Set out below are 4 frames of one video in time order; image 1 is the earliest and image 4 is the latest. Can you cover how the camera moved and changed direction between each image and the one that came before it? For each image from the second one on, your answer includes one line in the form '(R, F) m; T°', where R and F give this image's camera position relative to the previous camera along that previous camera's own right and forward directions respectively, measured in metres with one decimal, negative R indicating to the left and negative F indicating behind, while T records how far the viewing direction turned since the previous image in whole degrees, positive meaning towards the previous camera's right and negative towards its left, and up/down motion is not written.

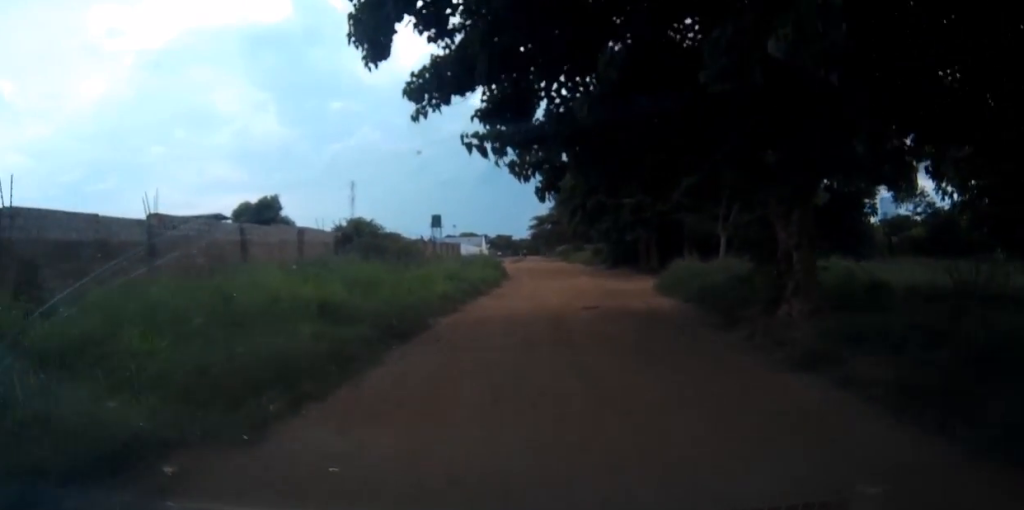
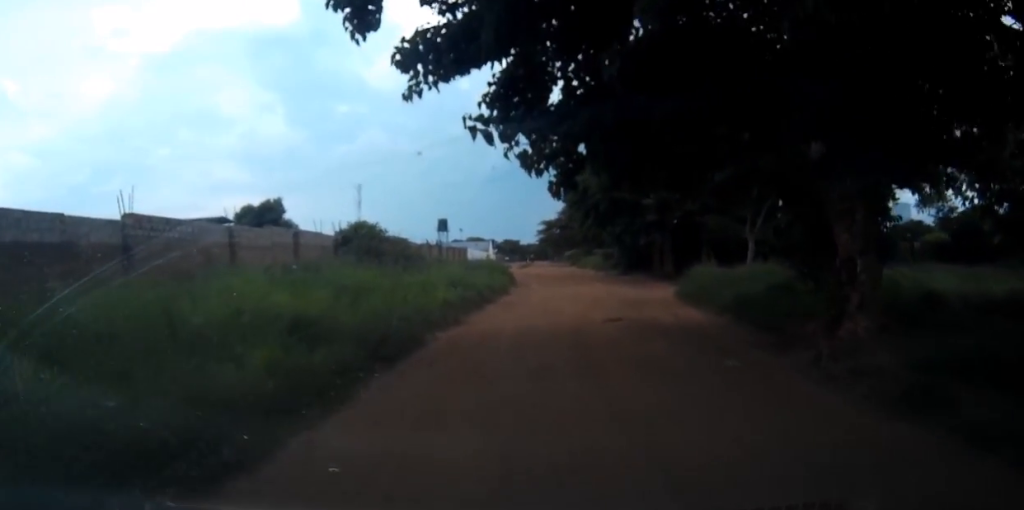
(0.0, +2.2) m; +1°
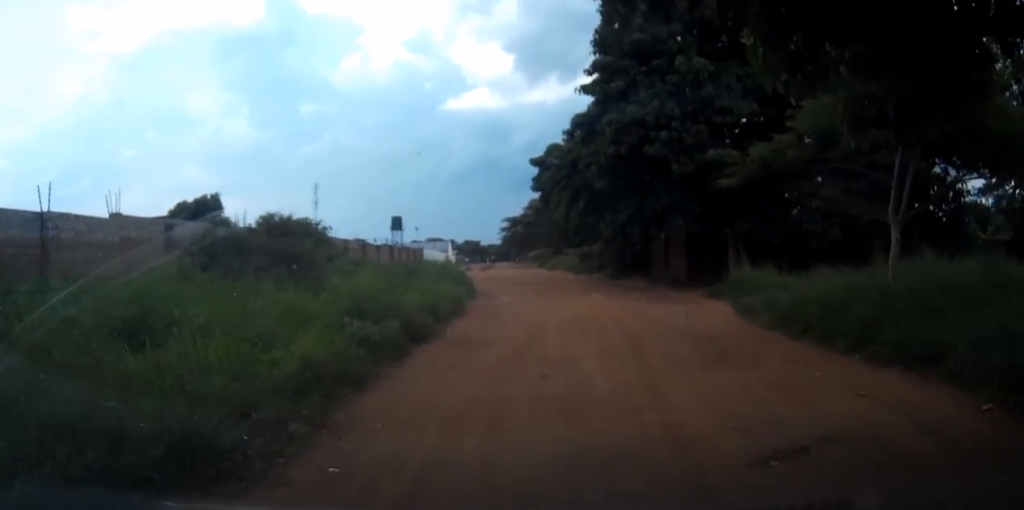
(+0.1, +10.8) m; +1°
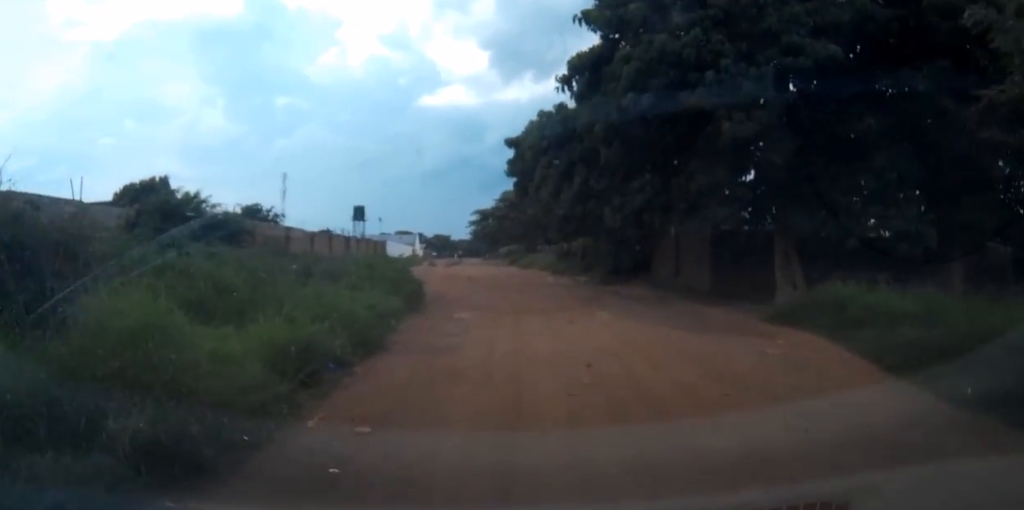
(+0.2, +8.1) m; +3°
